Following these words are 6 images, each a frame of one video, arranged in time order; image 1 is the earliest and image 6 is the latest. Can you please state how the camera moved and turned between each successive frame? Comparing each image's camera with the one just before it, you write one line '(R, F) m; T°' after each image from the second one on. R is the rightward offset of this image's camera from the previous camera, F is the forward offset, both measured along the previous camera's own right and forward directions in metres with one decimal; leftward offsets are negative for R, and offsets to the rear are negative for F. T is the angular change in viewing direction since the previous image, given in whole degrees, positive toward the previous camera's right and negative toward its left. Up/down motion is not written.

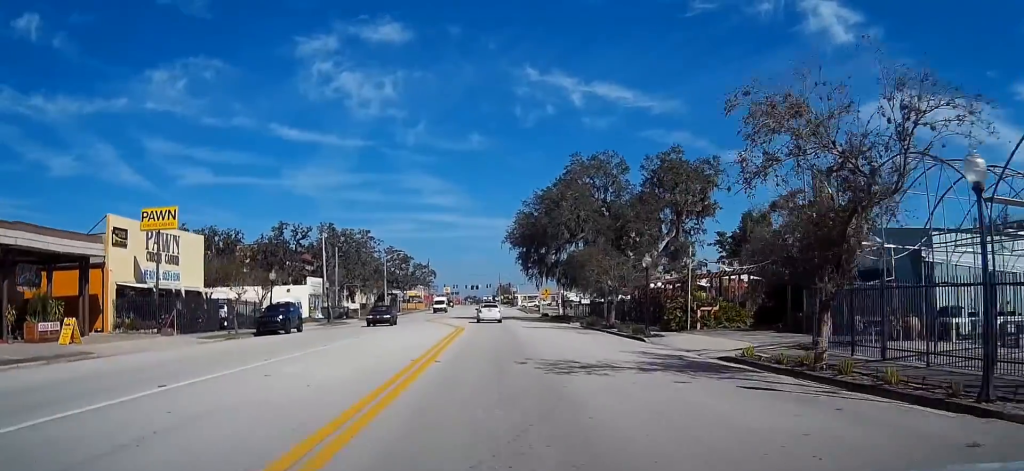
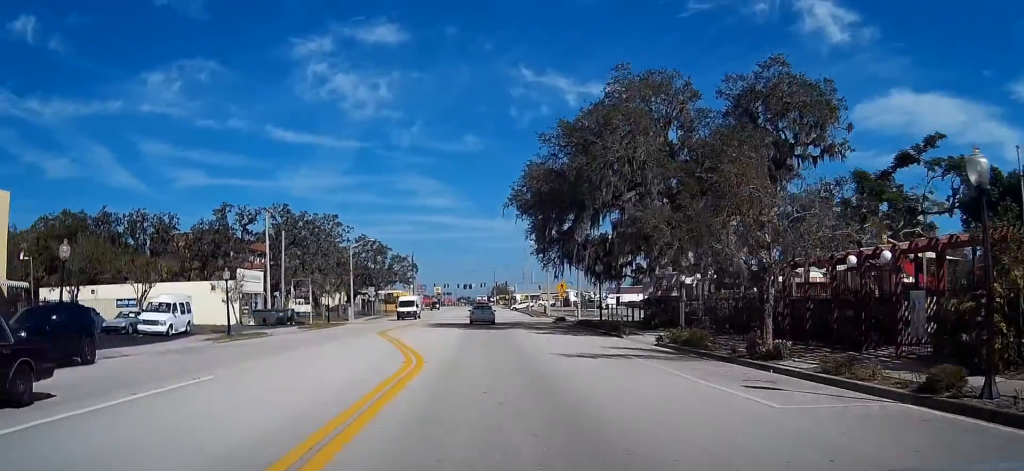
(+0.3, +24.2) m; 0°
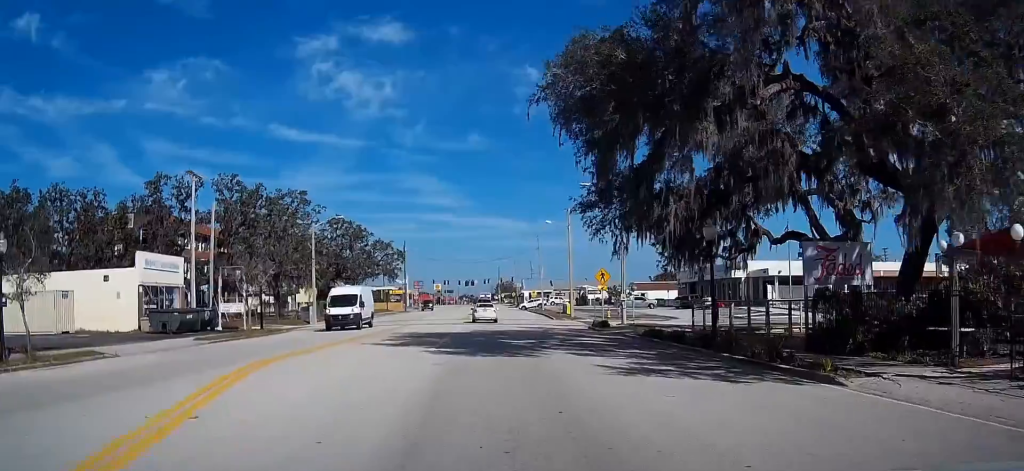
(0.0, +21.3) m; 0°
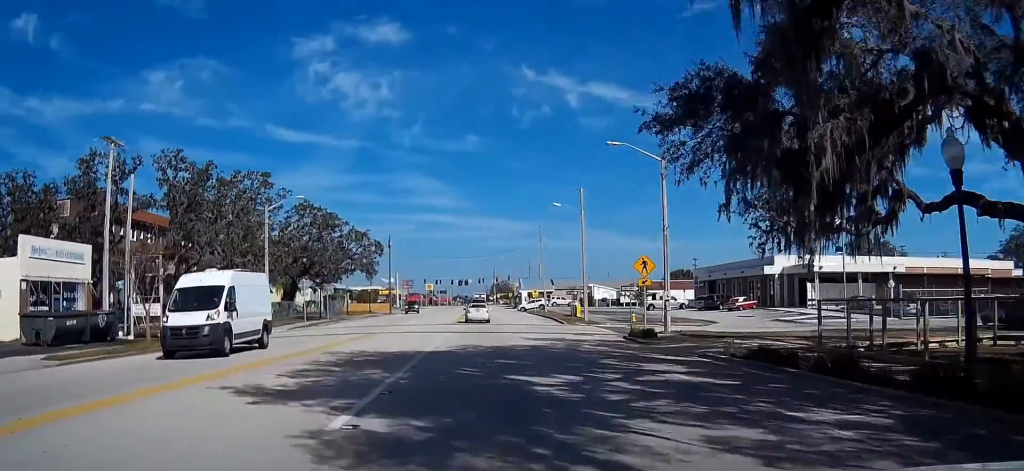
(0.0, +13.4) m; 0°
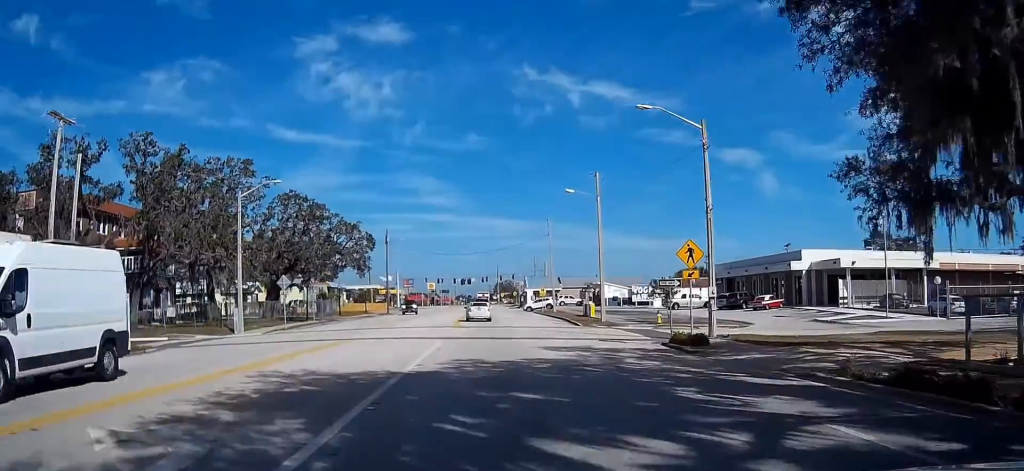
(0.0, +7.0) m; 0°
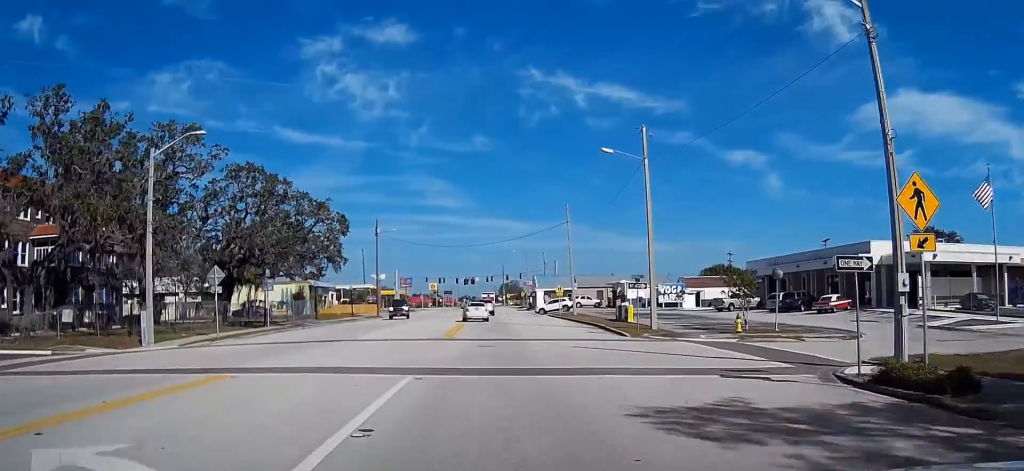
(0.0, +14.7) m; 0°
